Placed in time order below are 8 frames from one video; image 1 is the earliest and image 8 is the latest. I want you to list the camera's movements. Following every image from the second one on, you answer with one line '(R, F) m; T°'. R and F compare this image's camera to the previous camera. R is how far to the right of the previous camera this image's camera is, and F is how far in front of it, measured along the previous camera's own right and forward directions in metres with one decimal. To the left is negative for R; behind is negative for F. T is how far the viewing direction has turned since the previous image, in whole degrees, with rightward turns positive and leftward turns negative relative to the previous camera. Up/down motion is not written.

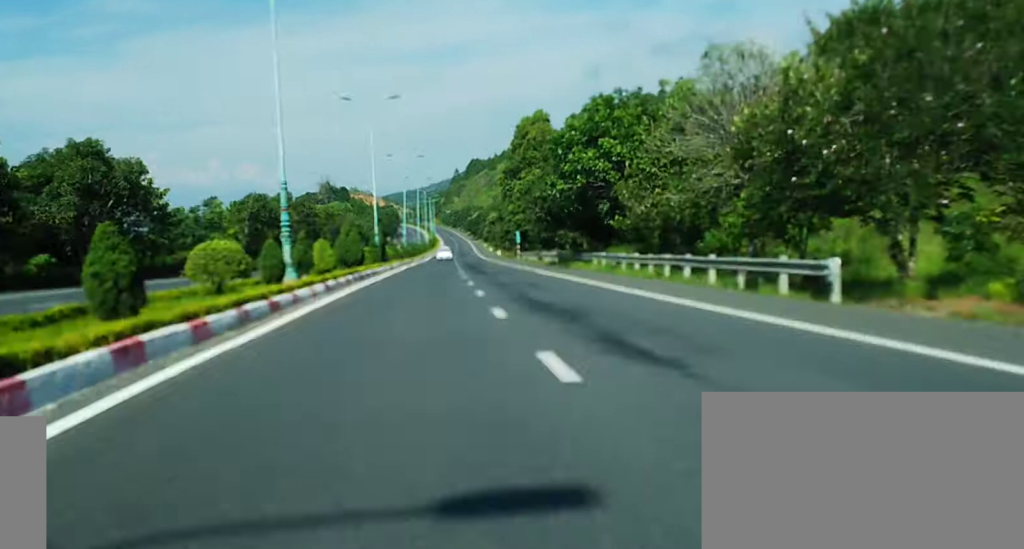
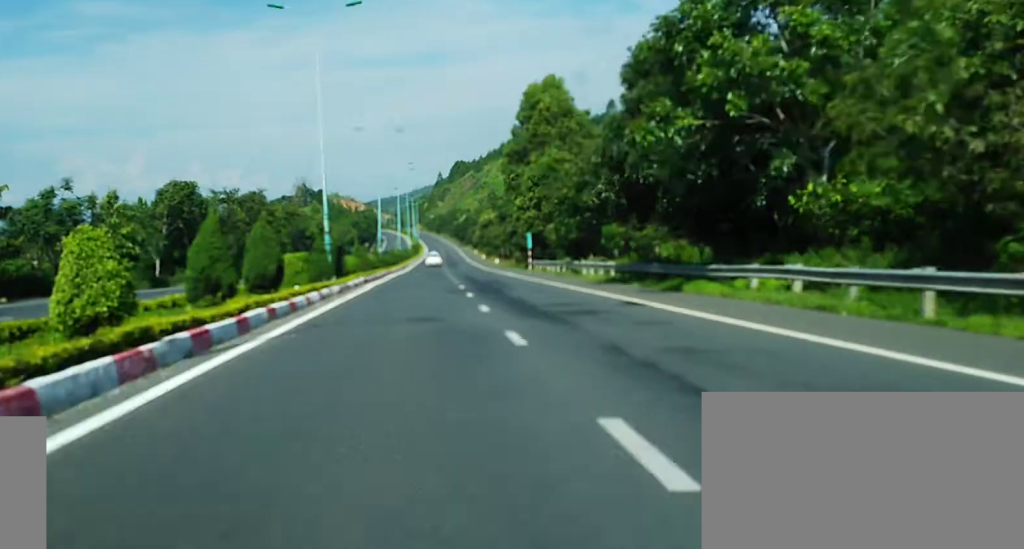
(+0.5, +25.9) m; +1°
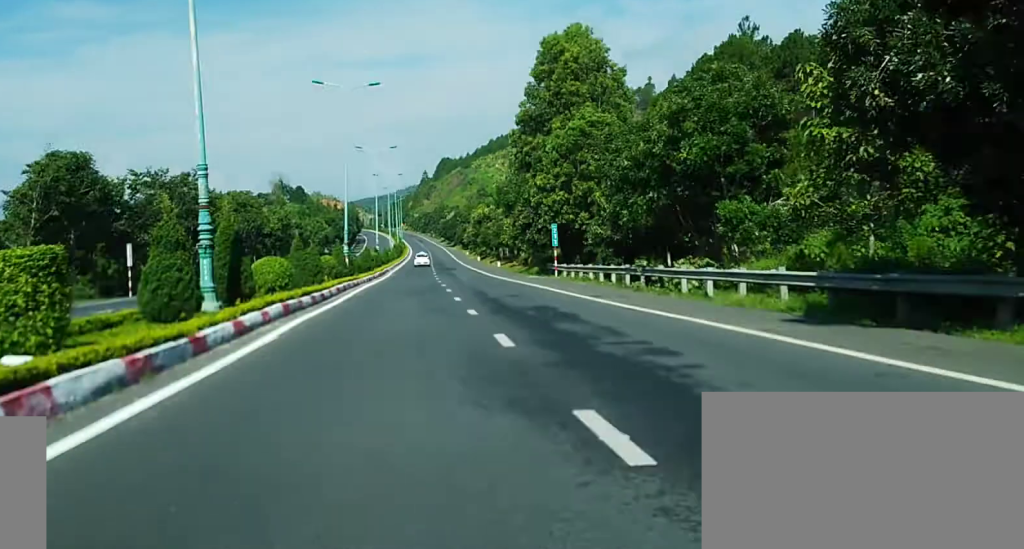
(0.0, +26.0) m; 0°
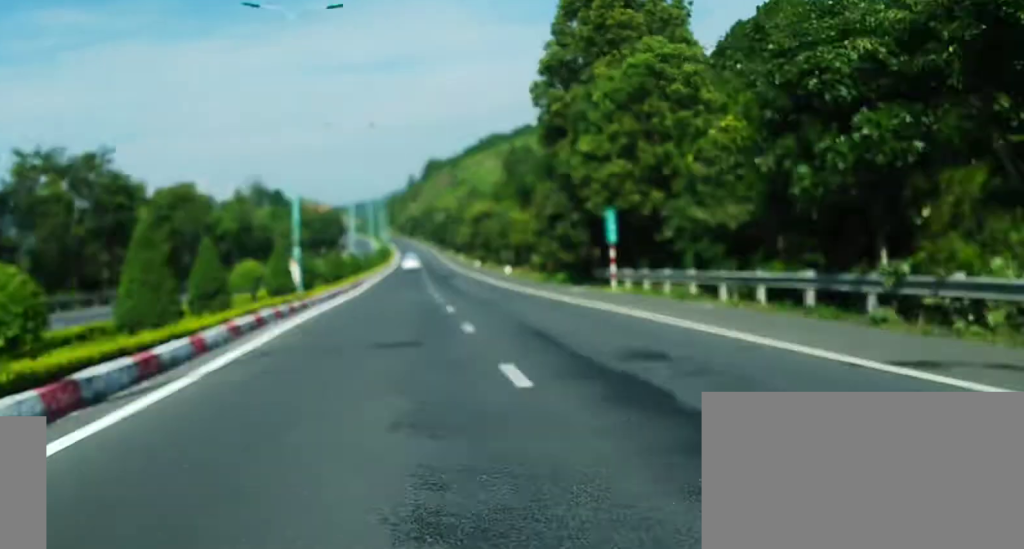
(0.0, +19.6) m; +1°
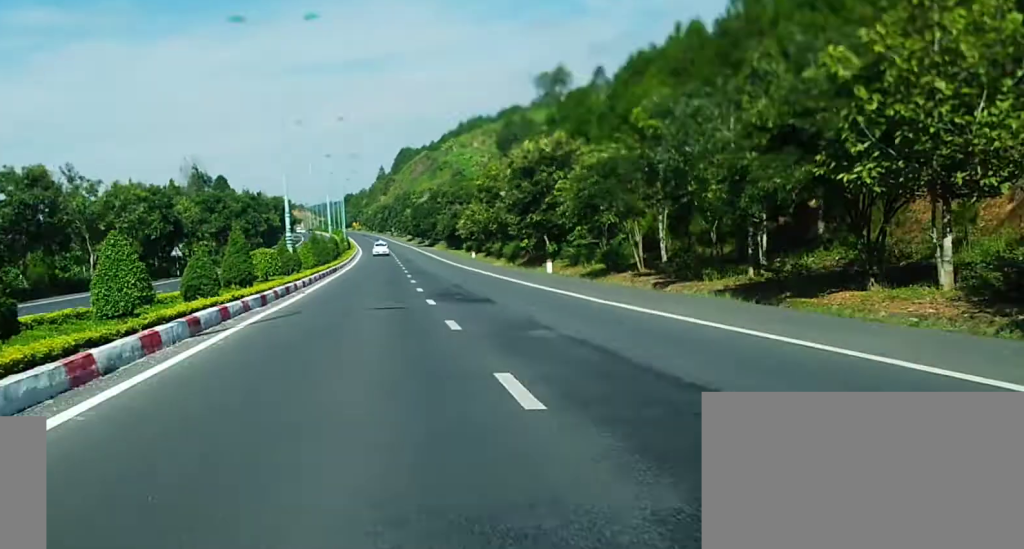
(+1.0, +69.6) m; +1°
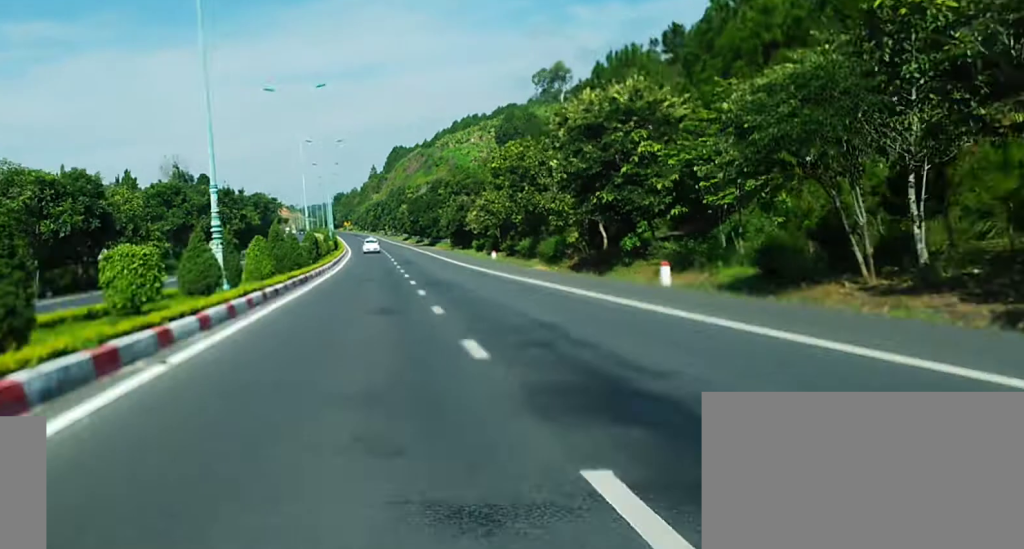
(+0.2, +23.3) m; 0°
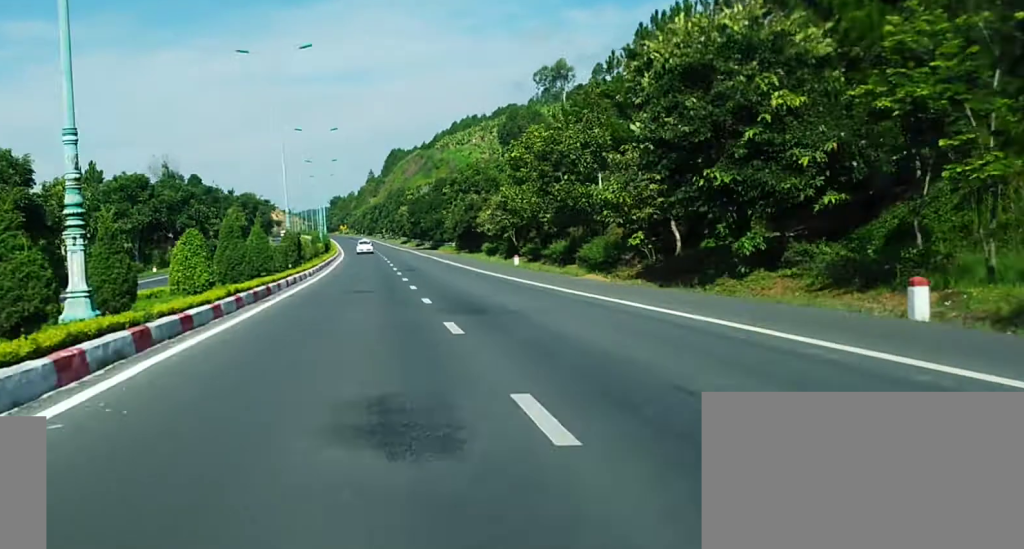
(0.0, +13.3) m; 0°
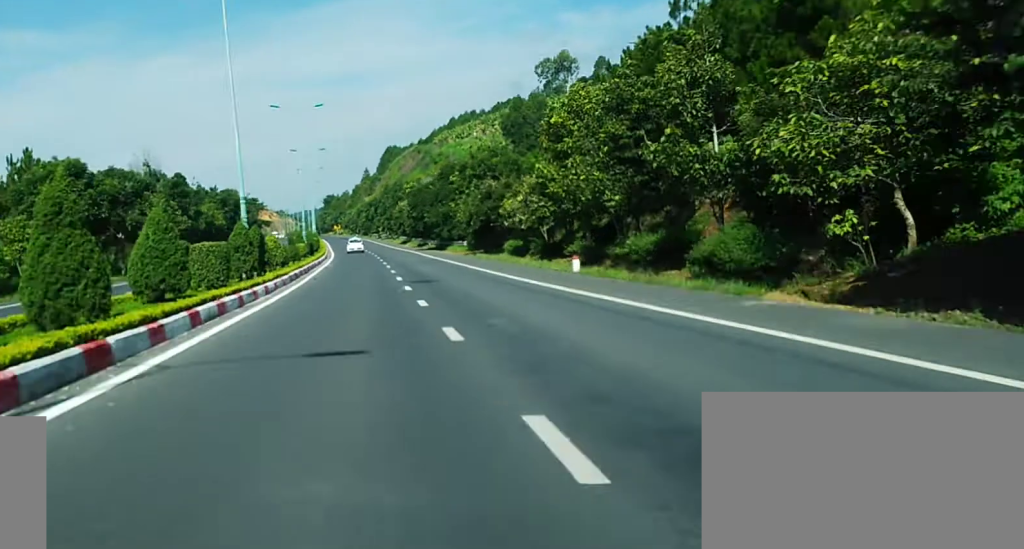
(0.0, +13.3) m; 0°
